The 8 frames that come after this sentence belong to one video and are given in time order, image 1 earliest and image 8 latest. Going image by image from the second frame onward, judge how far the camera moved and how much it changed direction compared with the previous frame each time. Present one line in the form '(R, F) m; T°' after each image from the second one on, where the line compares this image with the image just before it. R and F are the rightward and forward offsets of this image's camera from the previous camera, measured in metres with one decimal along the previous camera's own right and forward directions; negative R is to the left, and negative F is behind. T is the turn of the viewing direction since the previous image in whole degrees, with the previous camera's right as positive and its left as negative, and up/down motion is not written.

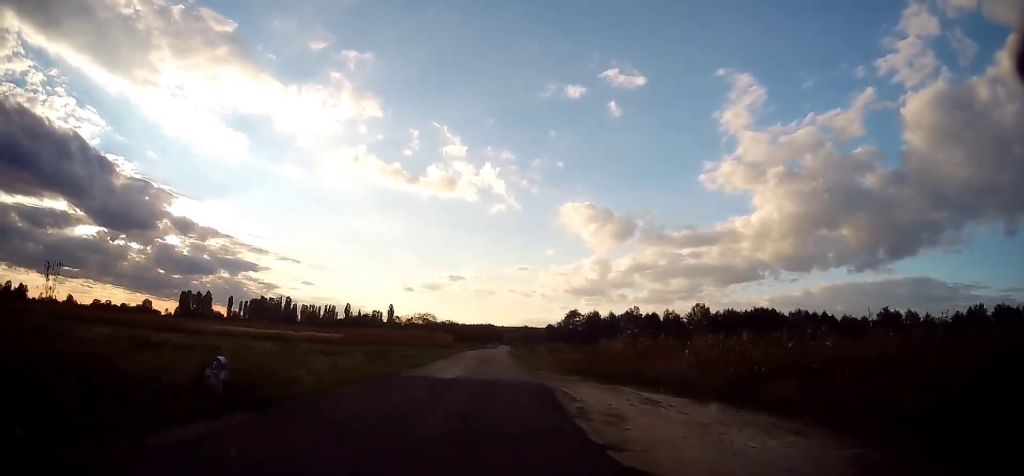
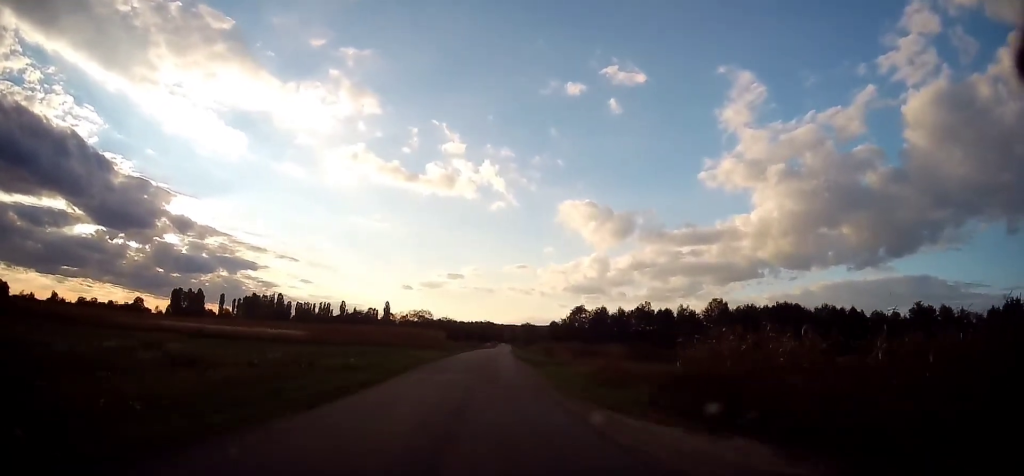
(0.0, +13.7) m; 0°
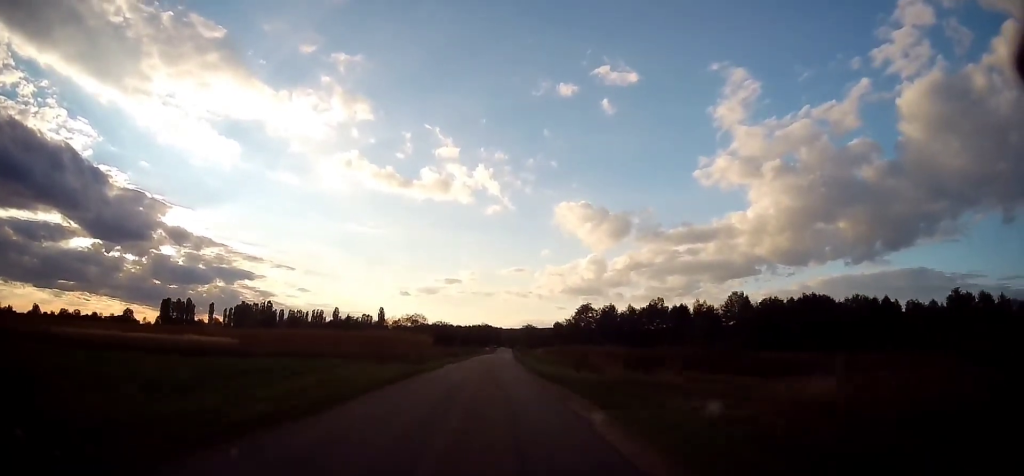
(0.0, +14.5) m; 0°
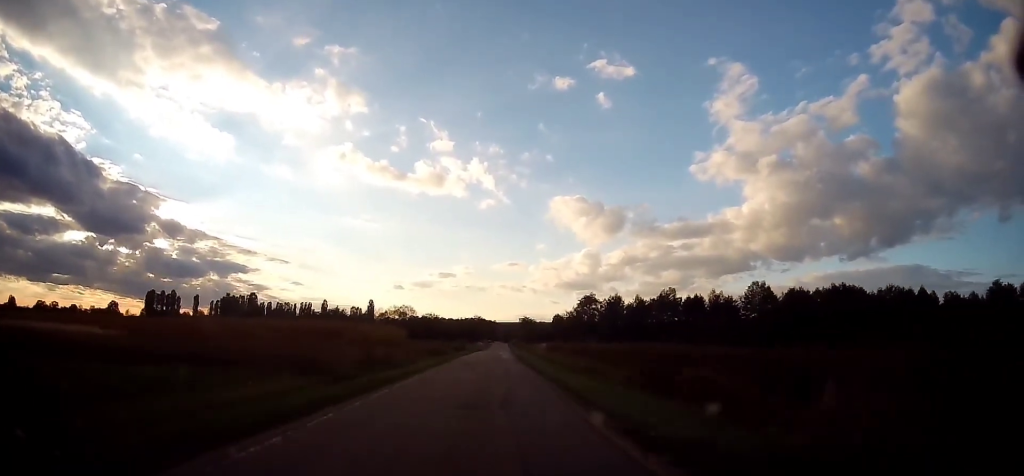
(0.0, +14.8) m; 0°
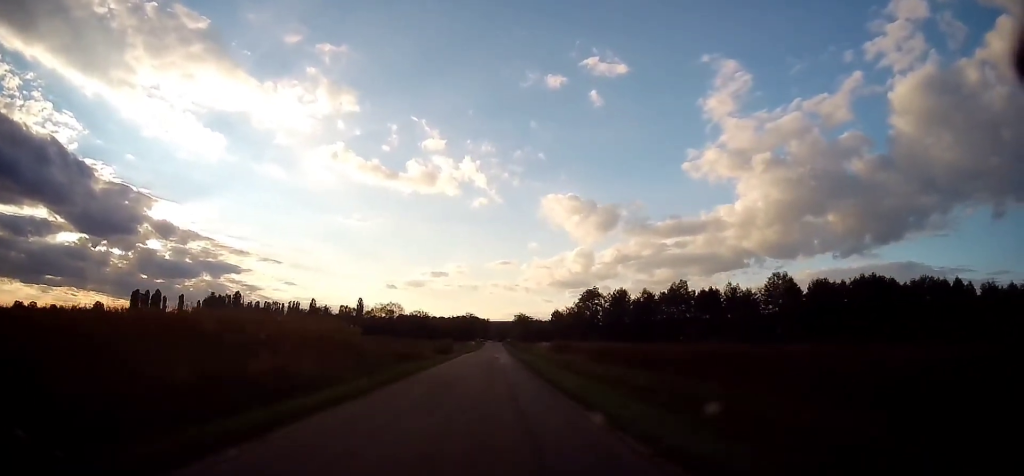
(-0.1, +12.9) m; +1°
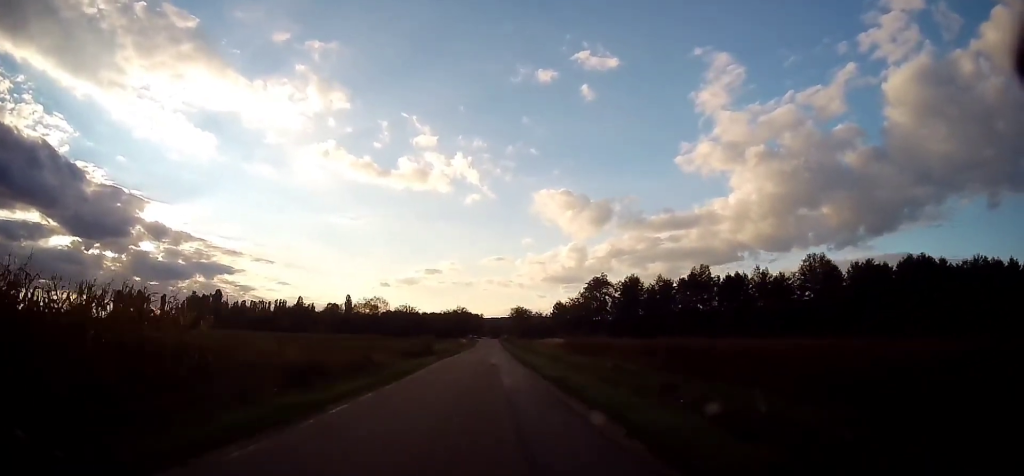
(+0.3, +16.4) m; +1°
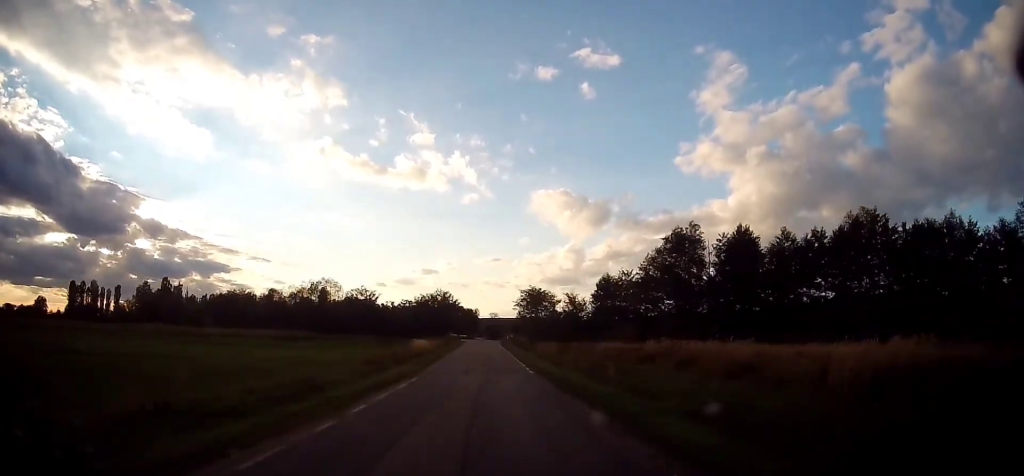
(+0.1, +51.7) m; +1°
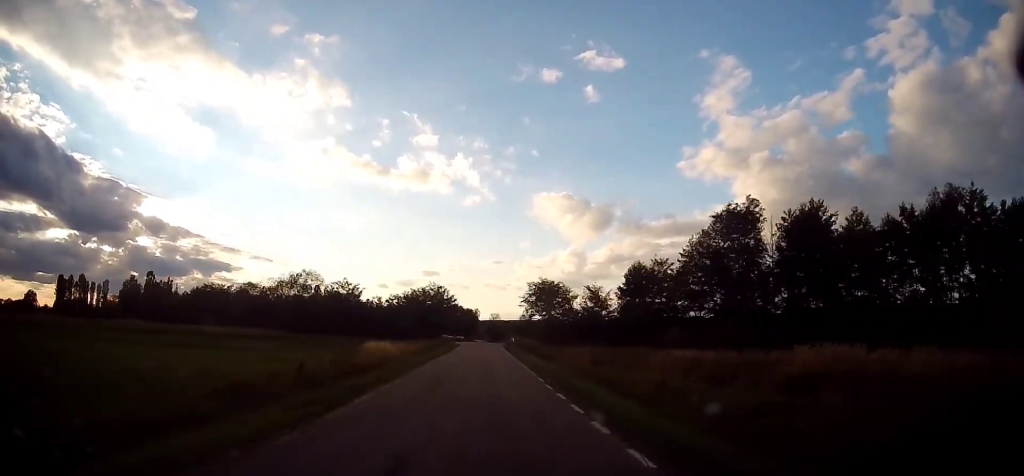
(+0.3, +14.2) m; -1°
